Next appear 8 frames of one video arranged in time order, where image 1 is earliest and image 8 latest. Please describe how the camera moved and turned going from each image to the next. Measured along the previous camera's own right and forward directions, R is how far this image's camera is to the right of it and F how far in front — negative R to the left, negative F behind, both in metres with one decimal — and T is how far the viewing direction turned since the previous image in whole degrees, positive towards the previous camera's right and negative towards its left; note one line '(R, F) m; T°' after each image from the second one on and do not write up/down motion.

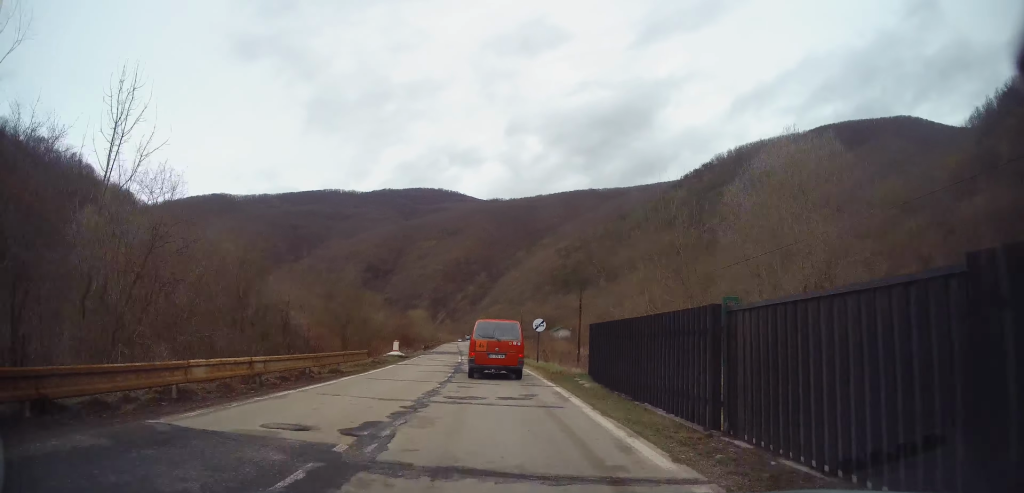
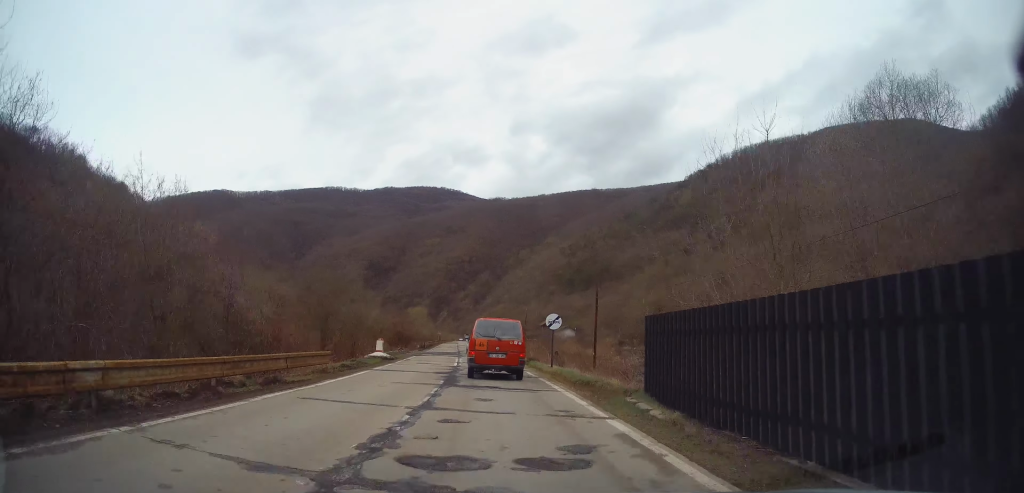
(-0.1, +6.4) m; 0°
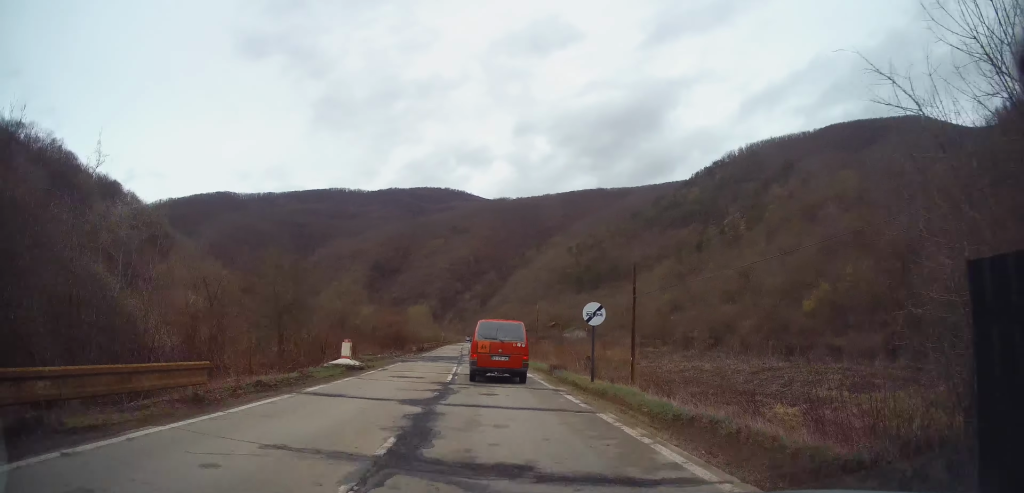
(0.0, +8.9) m; 0°
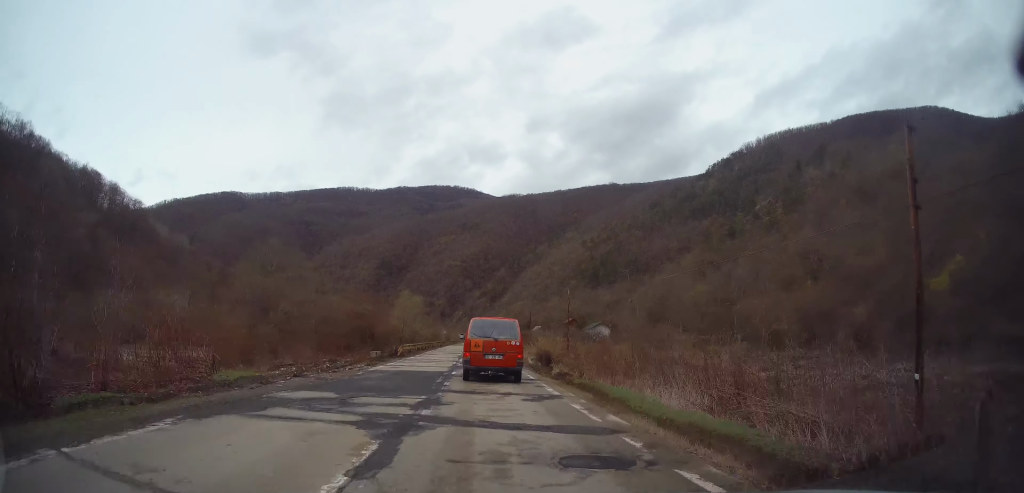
(-0.1, +22.4) m; -1°
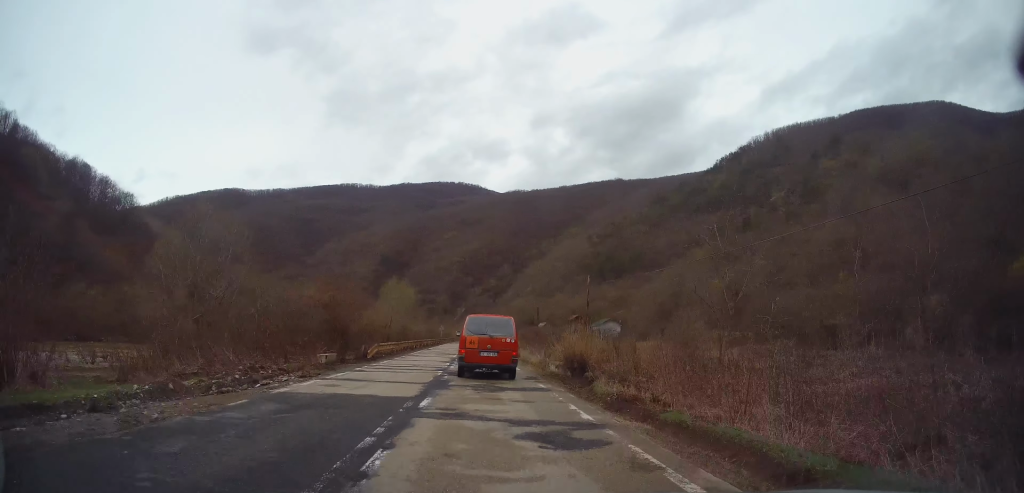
(-0.2, +9.7) m; +1°
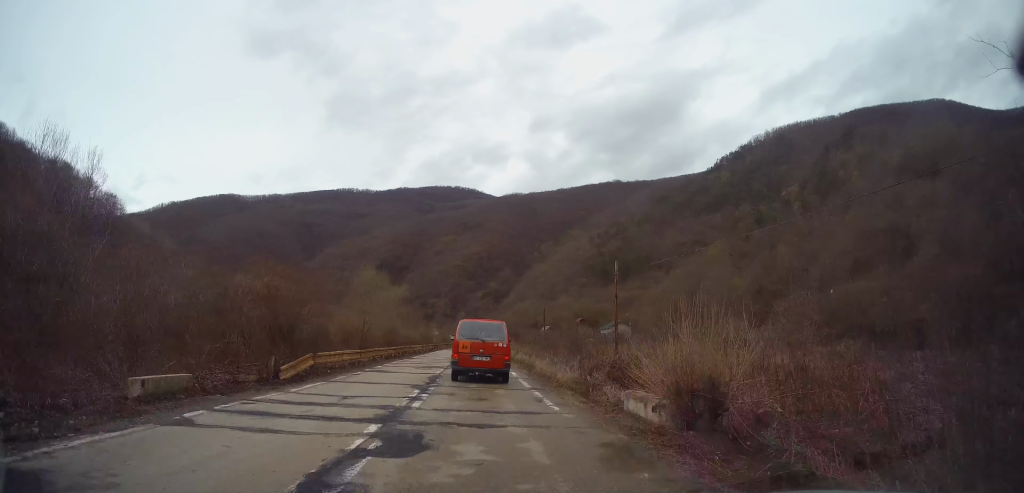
(+0.4, +11.3) m; -1°
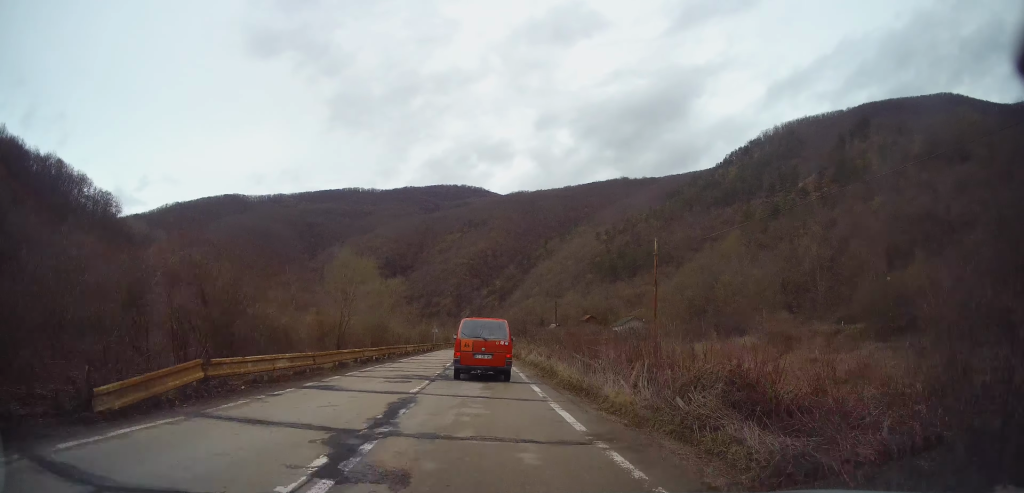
(-0.3, +8.0) m; -1°
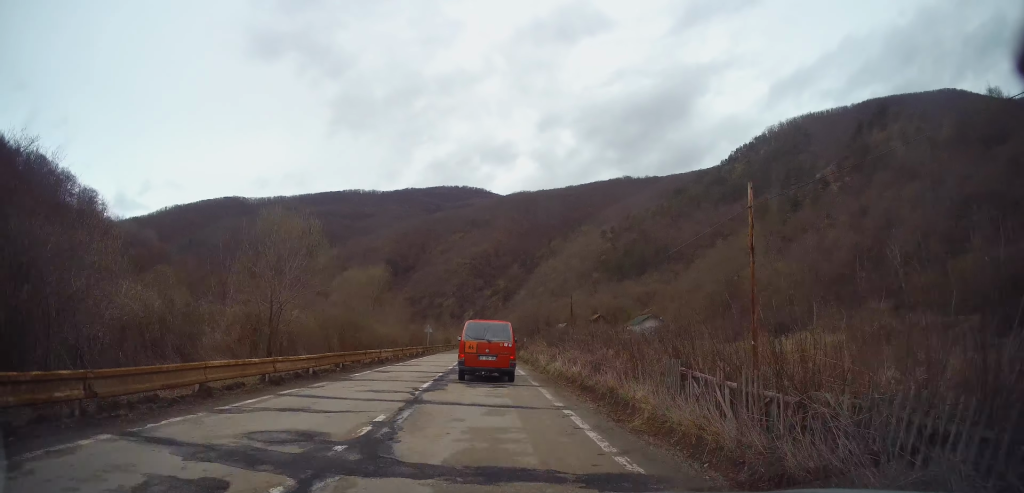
(-0.1, +11.4) m; 0°
